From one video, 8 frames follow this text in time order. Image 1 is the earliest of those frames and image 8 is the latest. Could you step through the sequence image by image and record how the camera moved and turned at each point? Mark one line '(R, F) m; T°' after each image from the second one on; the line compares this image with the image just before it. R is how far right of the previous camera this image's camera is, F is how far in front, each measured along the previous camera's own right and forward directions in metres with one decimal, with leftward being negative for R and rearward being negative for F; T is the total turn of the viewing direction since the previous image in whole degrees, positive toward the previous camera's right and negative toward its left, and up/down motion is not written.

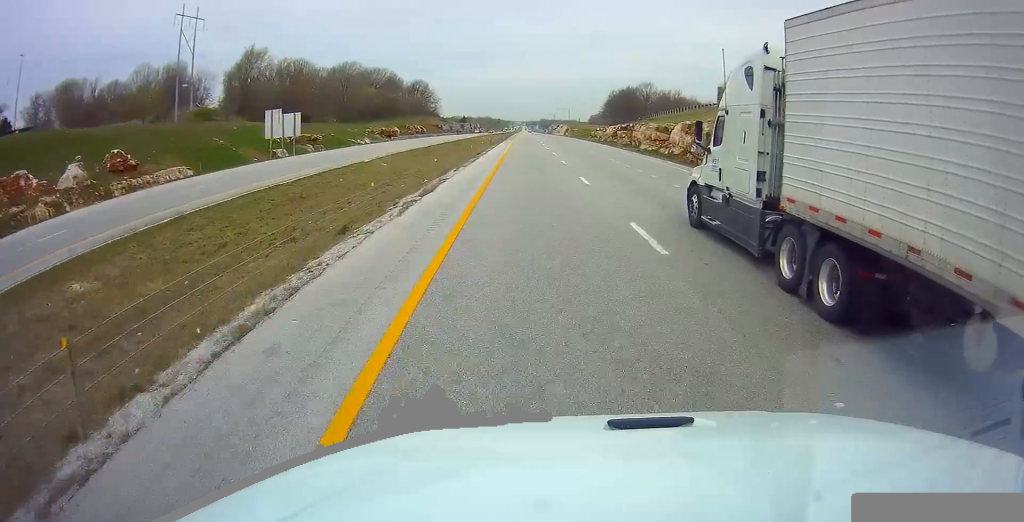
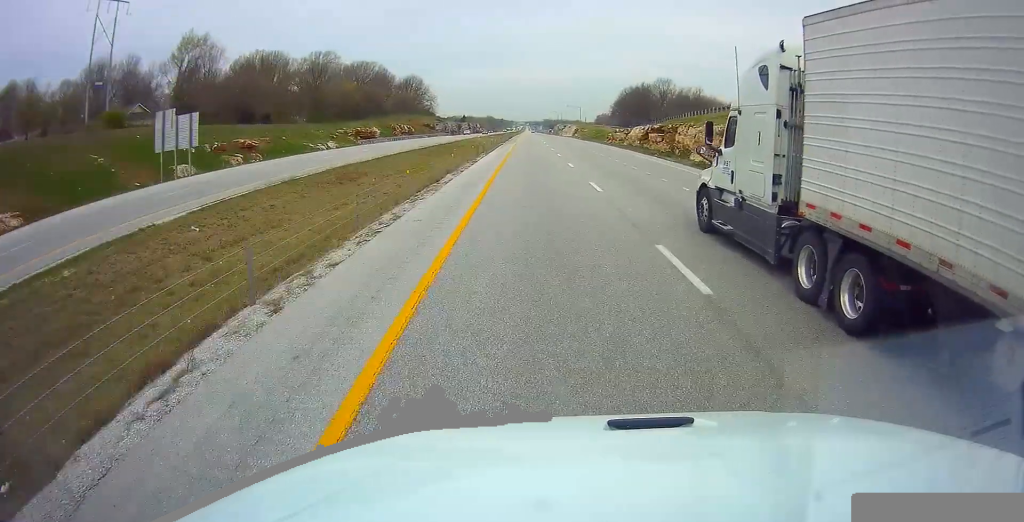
(0.0, +26.4) m; 0°
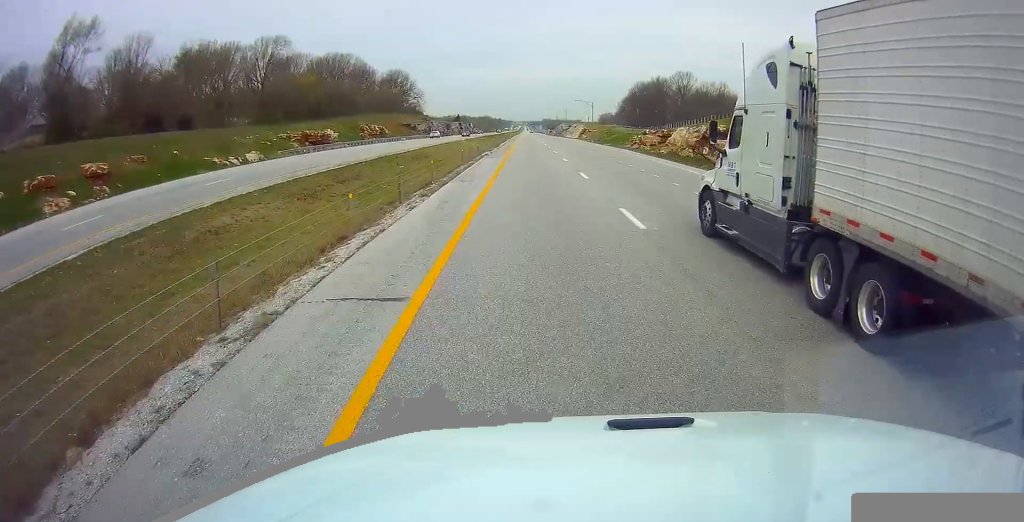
(0.0, +31.2) m; 0°
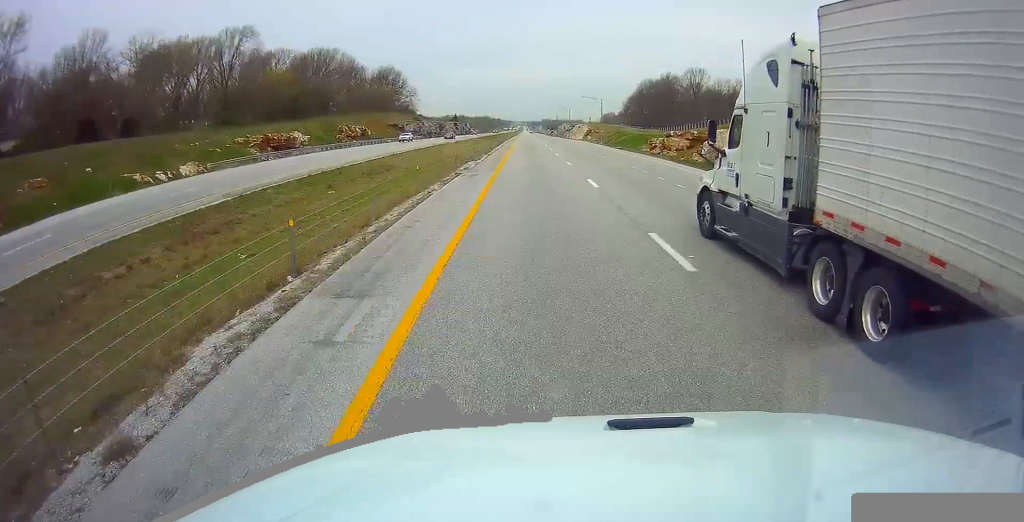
(0.0, +15.6) m; 0°
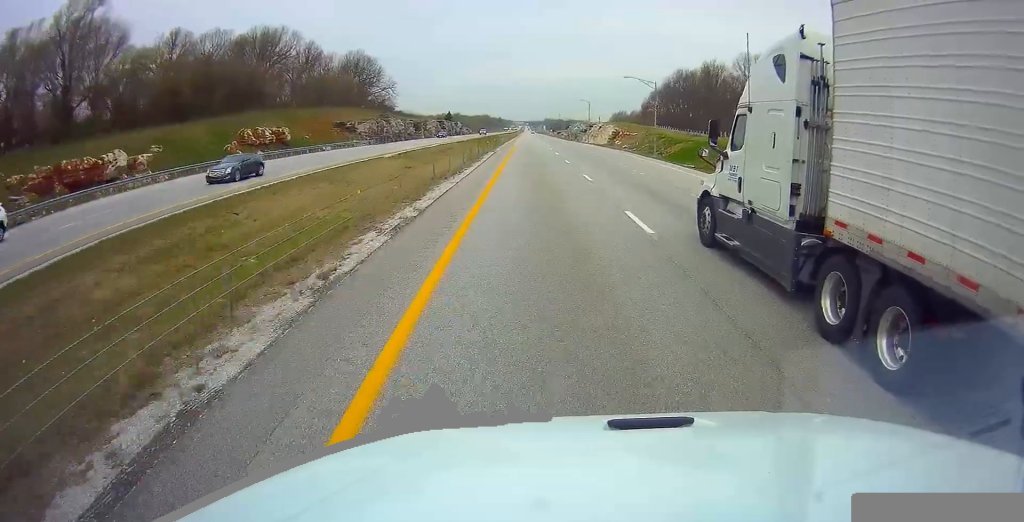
(0.0, +44.7) m; 0°
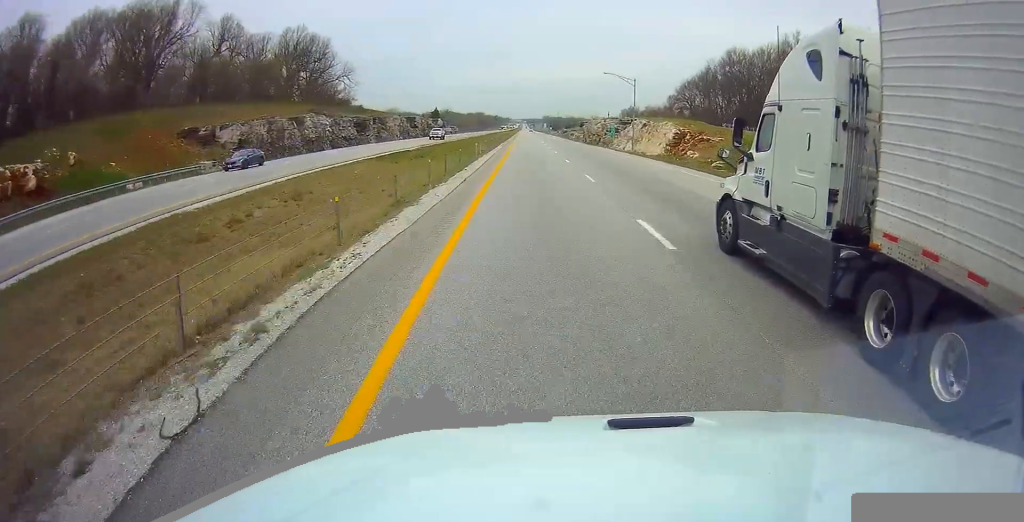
(0.0, +49.8) m; 0°
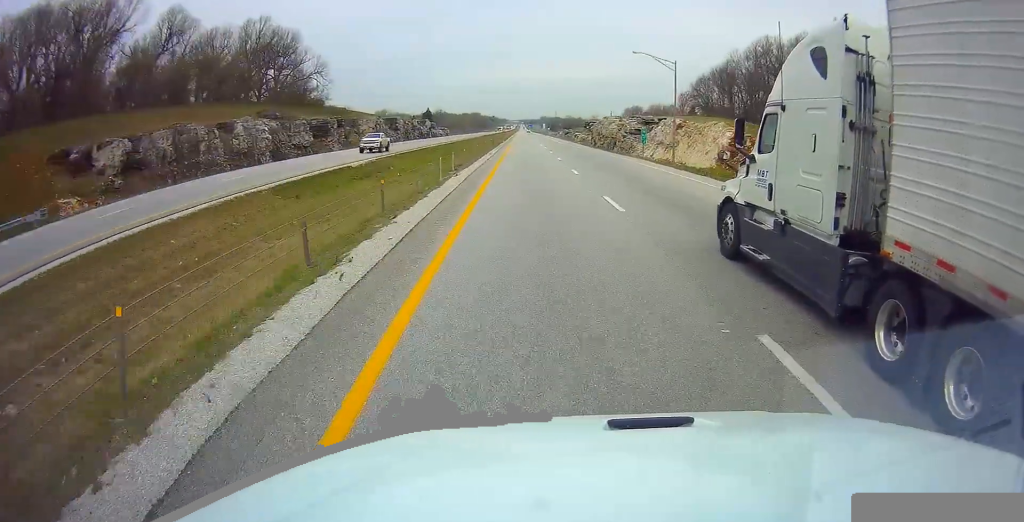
(0.0, +19.6) m; 0°
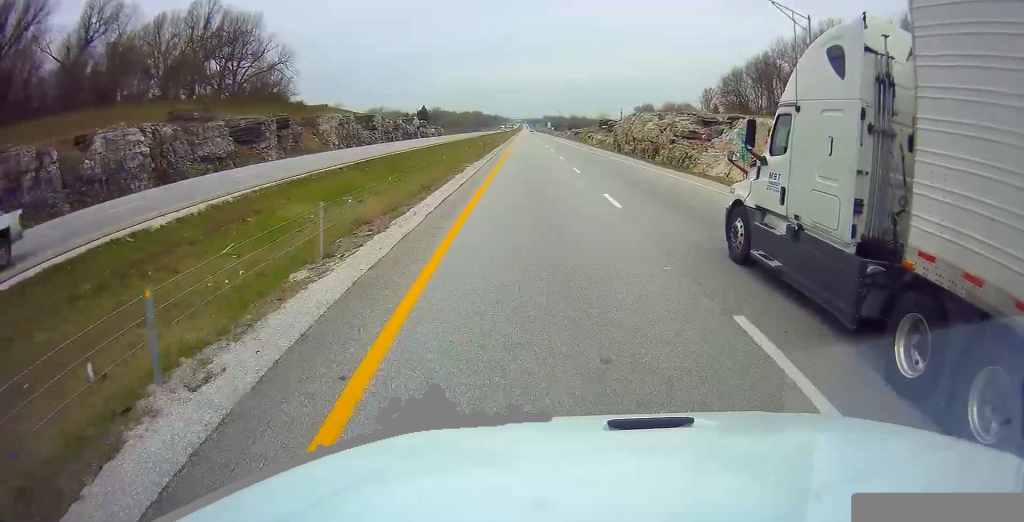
(0.0, +23.6) m; 0°
